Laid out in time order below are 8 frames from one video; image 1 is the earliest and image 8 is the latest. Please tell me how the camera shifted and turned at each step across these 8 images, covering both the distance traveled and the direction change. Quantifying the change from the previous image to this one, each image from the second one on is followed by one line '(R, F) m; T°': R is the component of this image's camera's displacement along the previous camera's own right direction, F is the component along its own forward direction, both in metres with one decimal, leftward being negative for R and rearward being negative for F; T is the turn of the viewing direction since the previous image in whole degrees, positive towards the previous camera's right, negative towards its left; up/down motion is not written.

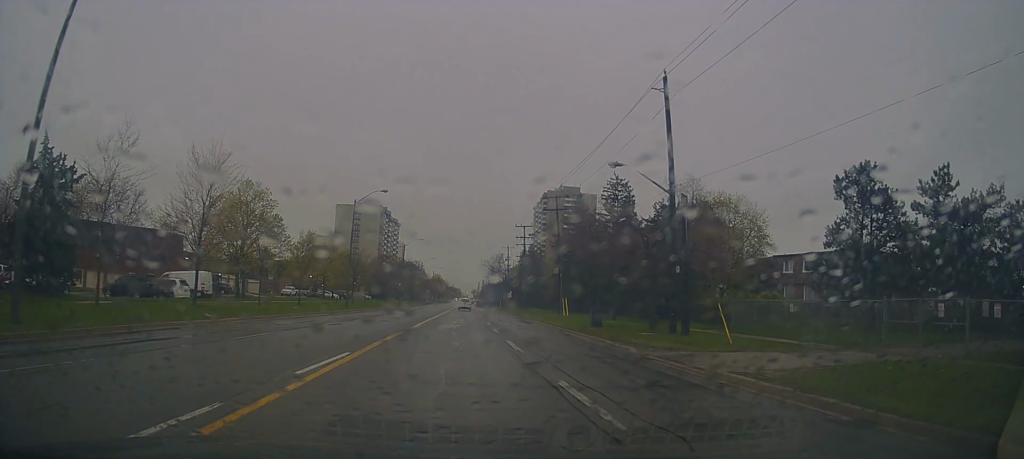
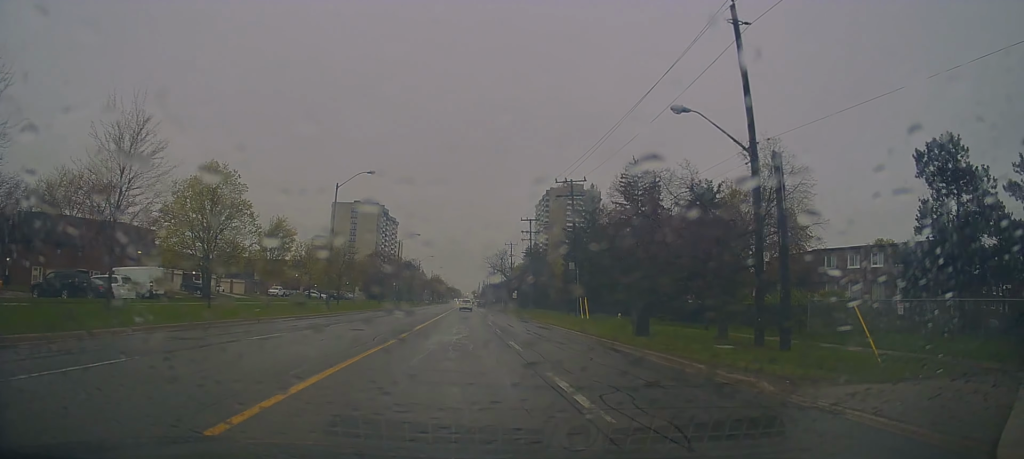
(+0.1, +8.6) m; 0°
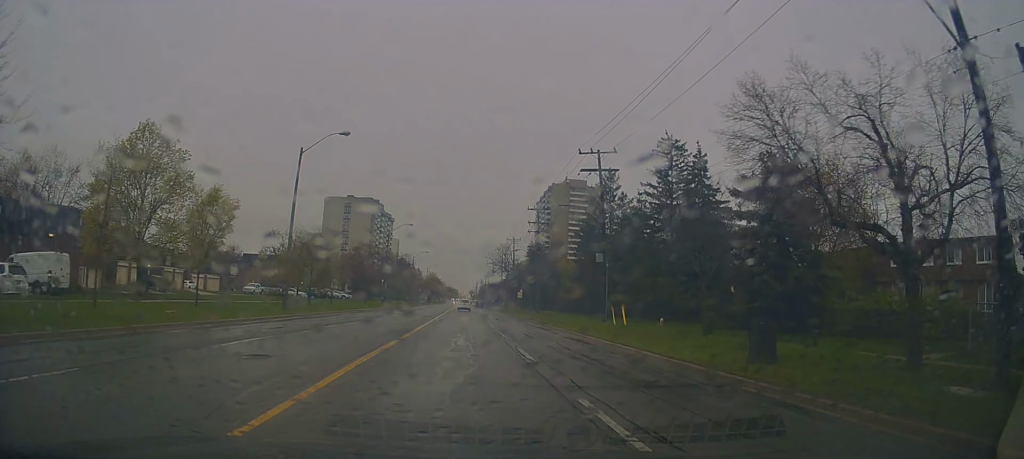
(-0.1, +11.0) m; +1°
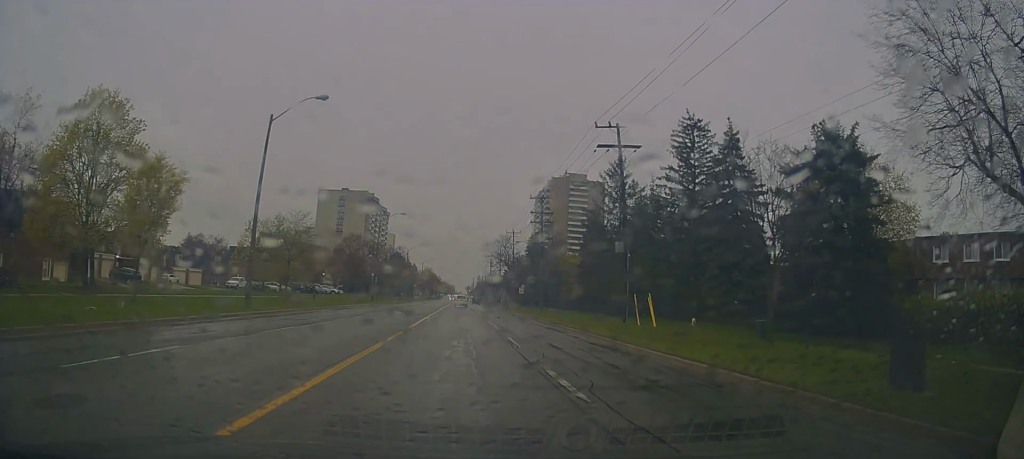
(0.0, +6.2) m; +1°
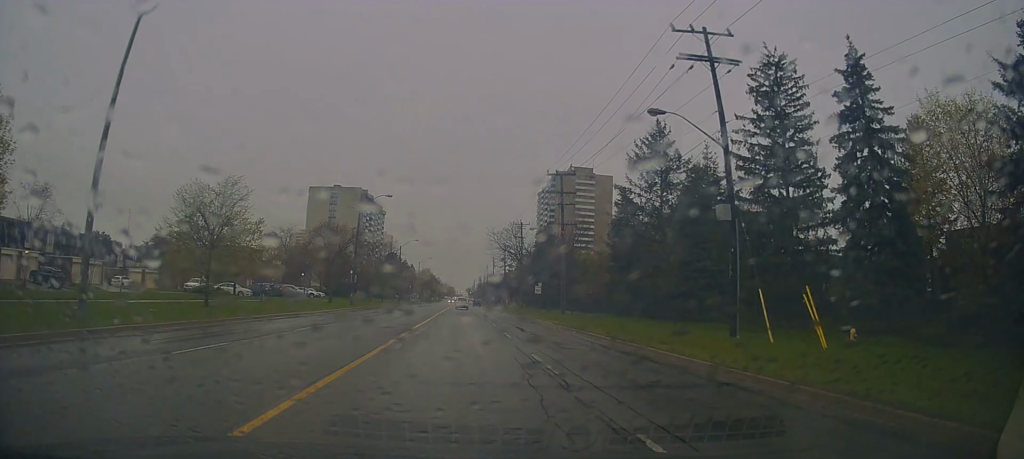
(+0.3, +15.0) m; +1°
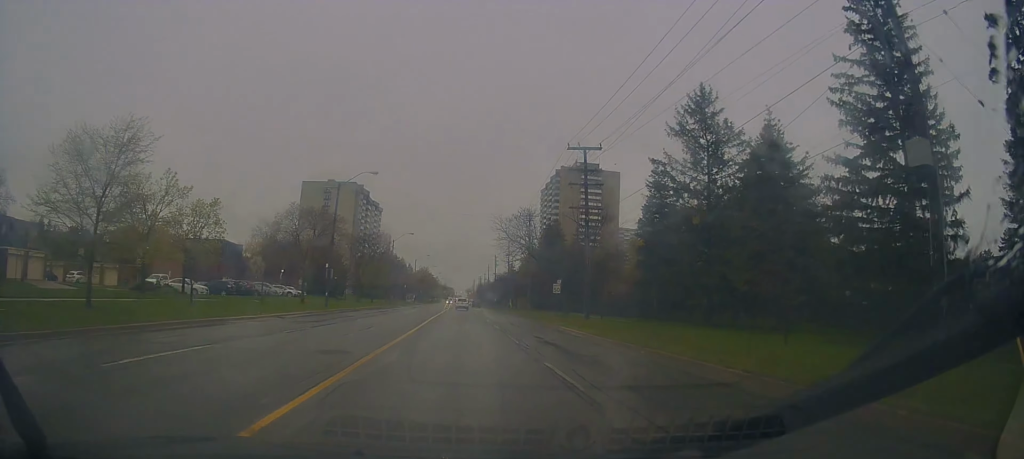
(-0.2, +10.9) m; 0°
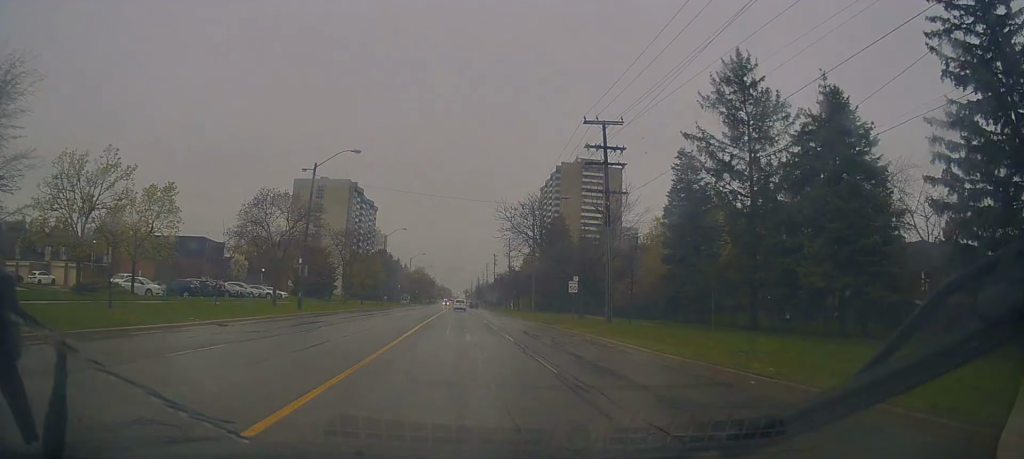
(+0.3, +7.2) m; 0°
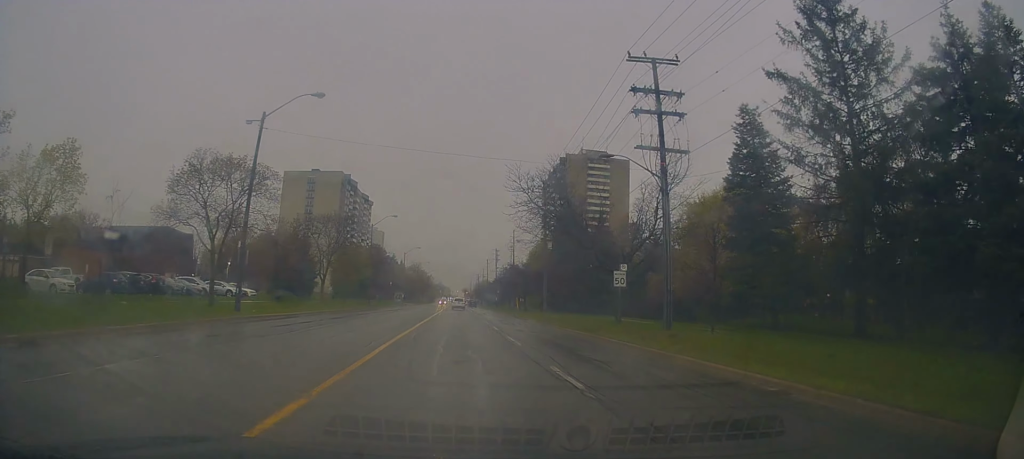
(-0.2, +11.4) m; -2°
